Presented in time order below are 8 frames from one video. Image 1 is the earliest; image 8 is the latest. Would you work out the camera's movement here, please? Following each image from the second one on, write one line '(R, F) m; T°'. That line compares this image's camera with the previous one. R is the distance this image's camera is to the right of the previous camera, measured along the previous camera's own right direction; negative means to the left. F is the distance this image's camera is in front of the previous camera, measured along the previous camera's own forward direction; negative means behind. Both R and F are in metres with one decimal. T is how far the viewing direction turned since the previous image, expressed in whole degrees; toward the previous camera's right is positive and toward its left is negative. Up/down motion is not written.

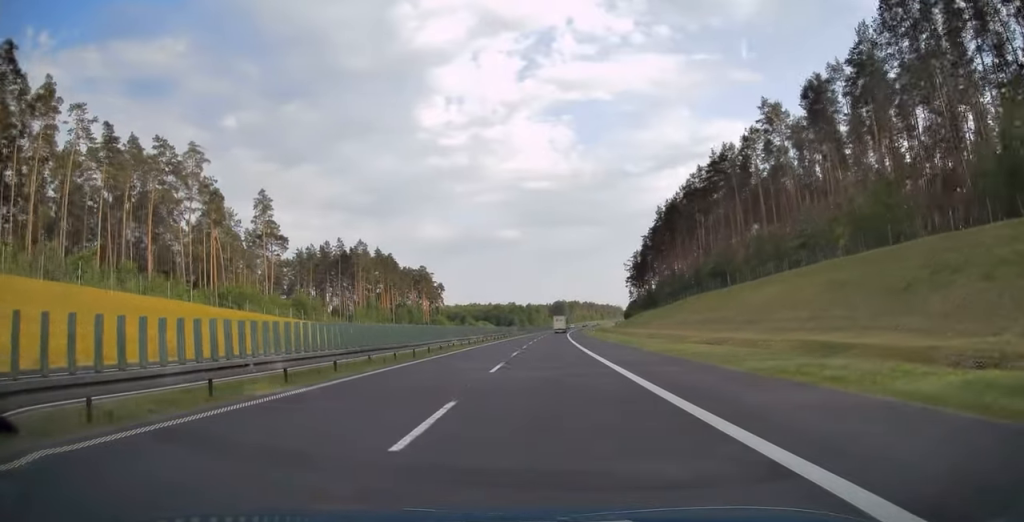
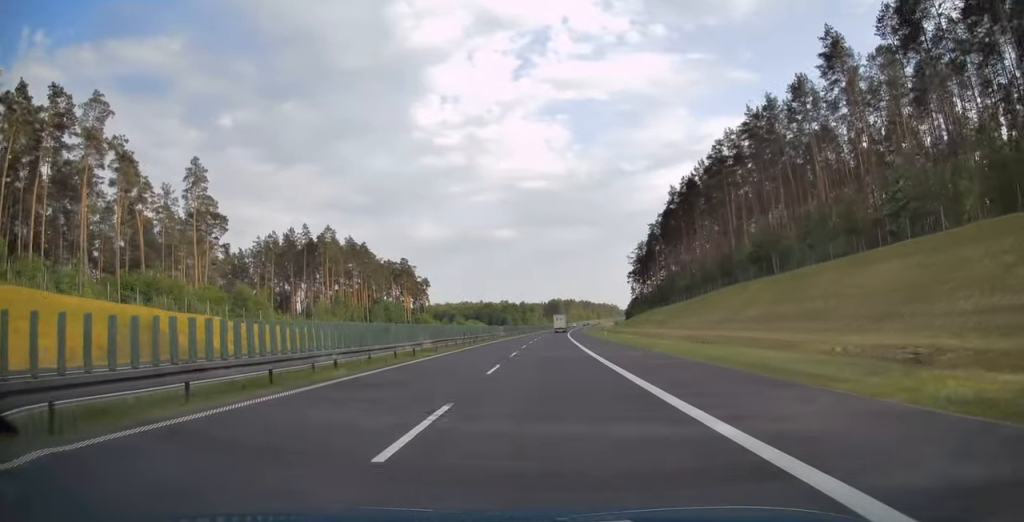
(+0.2, +24.8) m; 0°
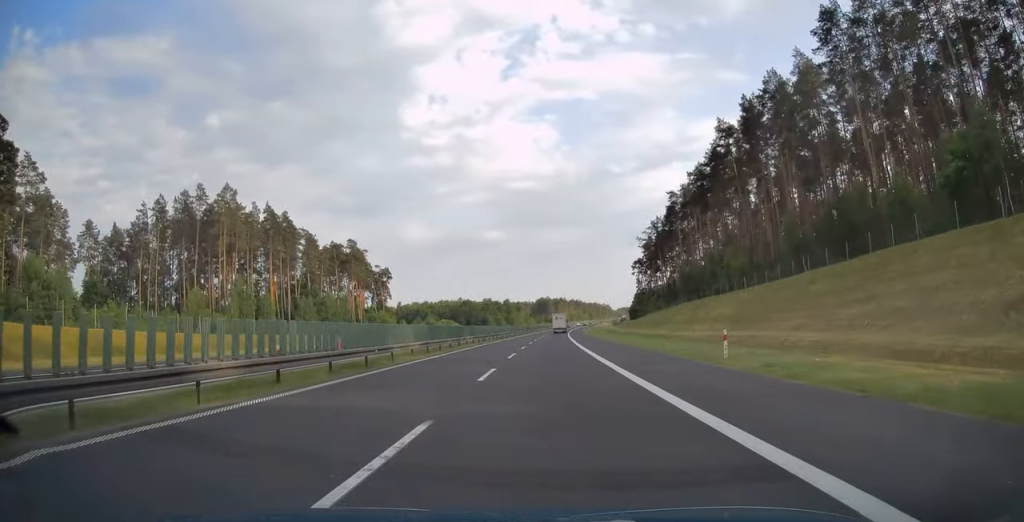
(+0.3, +50.1) m; +1°
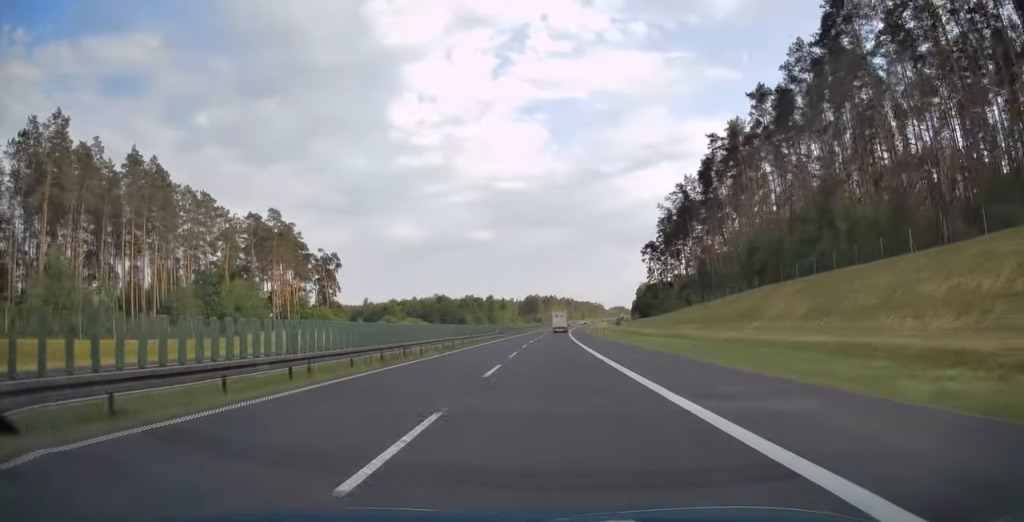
(+0.6, +46.9) m; +1°
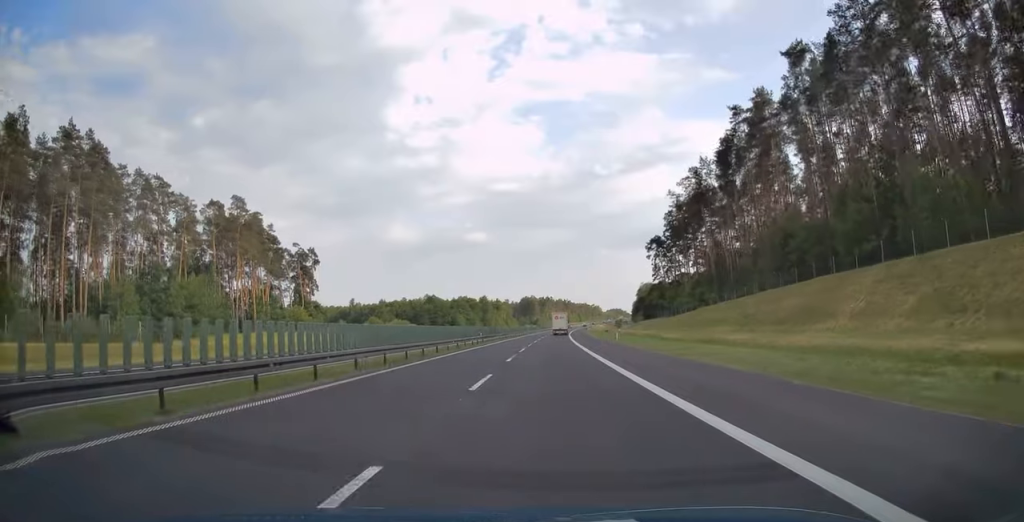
(0.0, +15.4) m; 0°
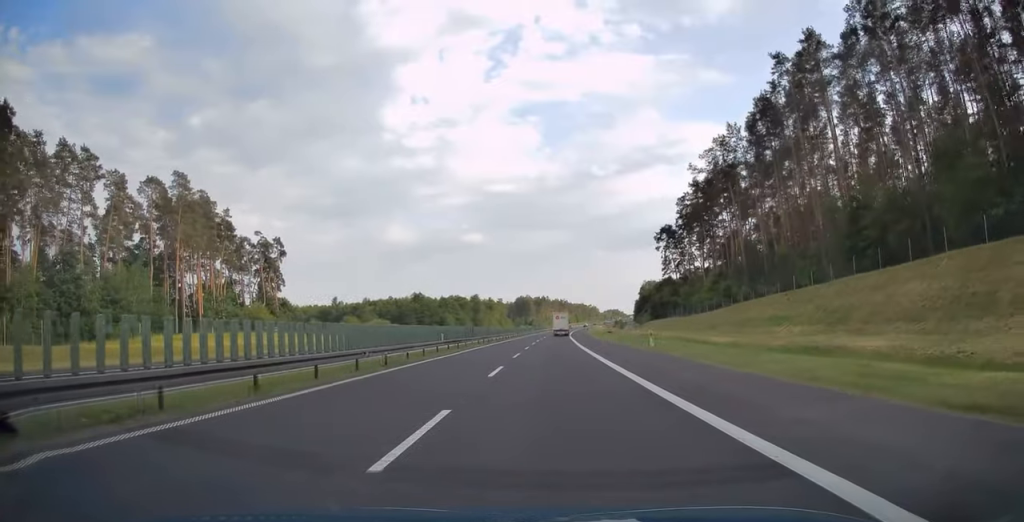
(0.0, +19.9) m; 0°
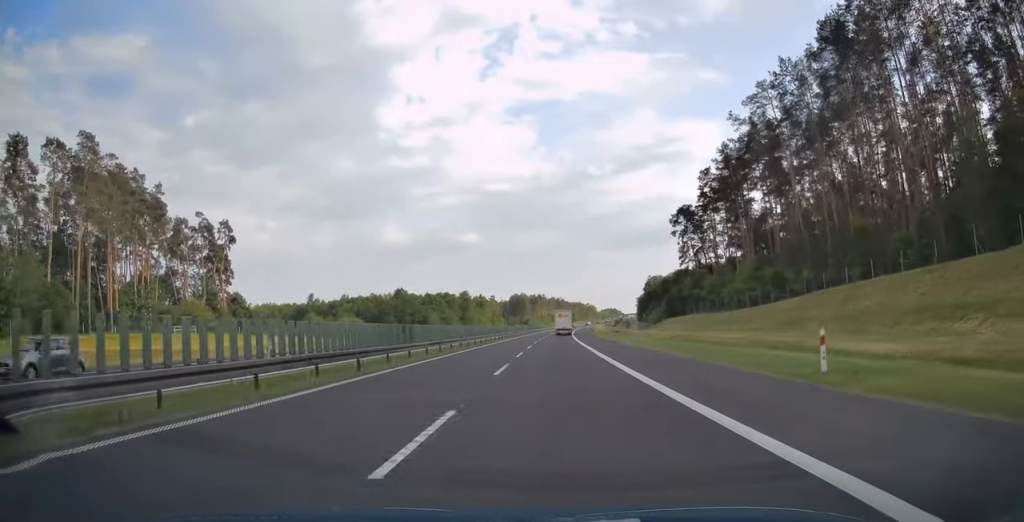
(+0.1, +23.9) m; +1°
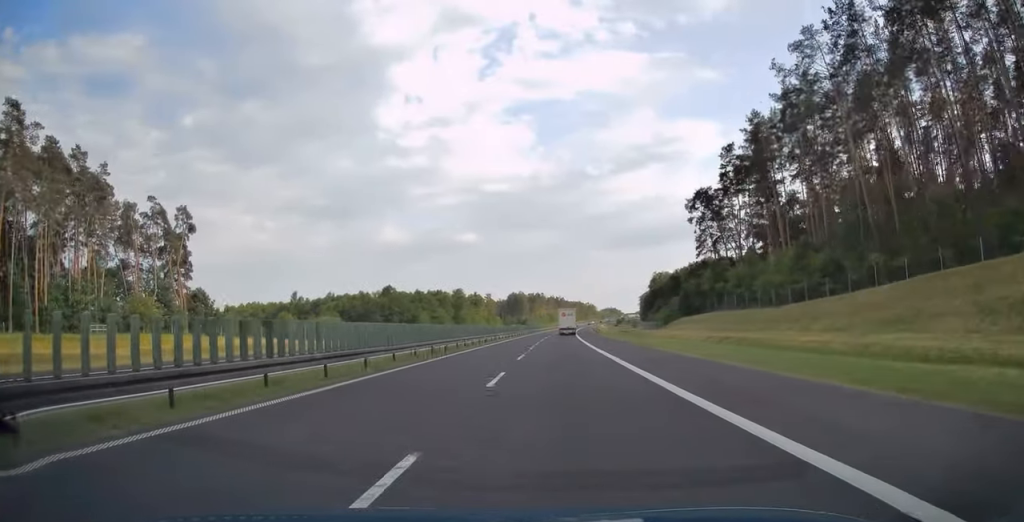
(+0.1, +15.6) m; 0°
